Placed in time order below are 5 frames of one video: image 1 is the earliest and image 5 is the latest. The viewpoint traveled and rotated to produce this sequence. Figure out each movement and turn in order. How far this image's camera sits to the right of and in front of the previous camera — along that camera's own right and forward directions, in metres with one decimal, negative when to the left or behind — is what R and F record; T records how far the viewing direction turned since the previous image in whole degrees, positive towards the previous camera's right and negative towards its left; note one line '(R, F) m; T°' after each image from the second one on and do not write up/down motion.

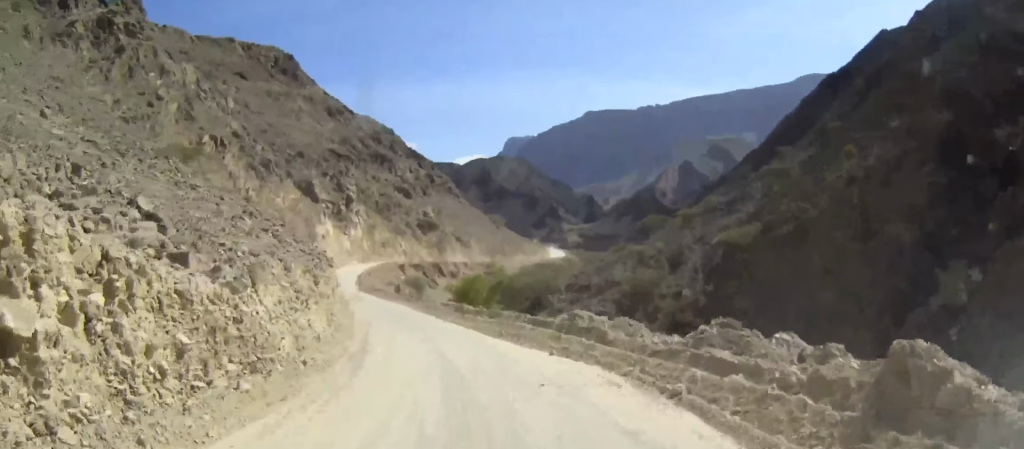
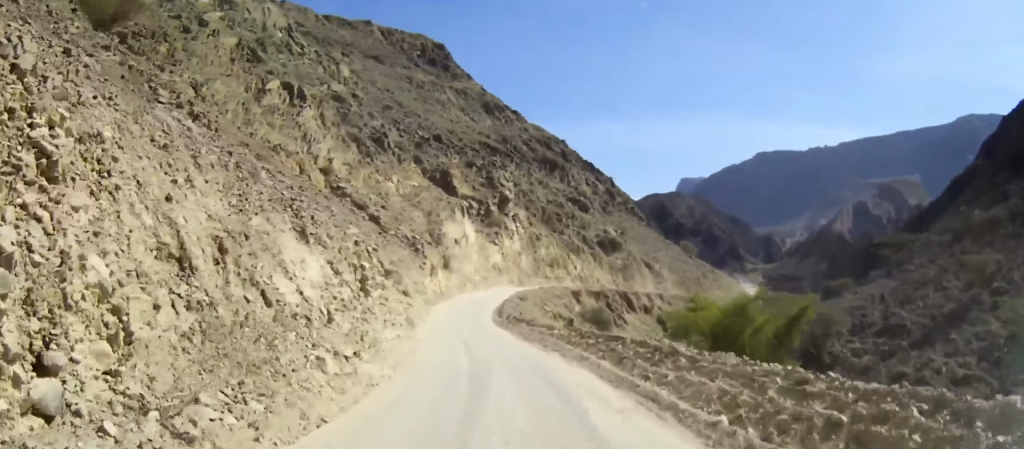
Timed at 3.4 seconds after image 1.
(-6.2, +45.1) m; -14°
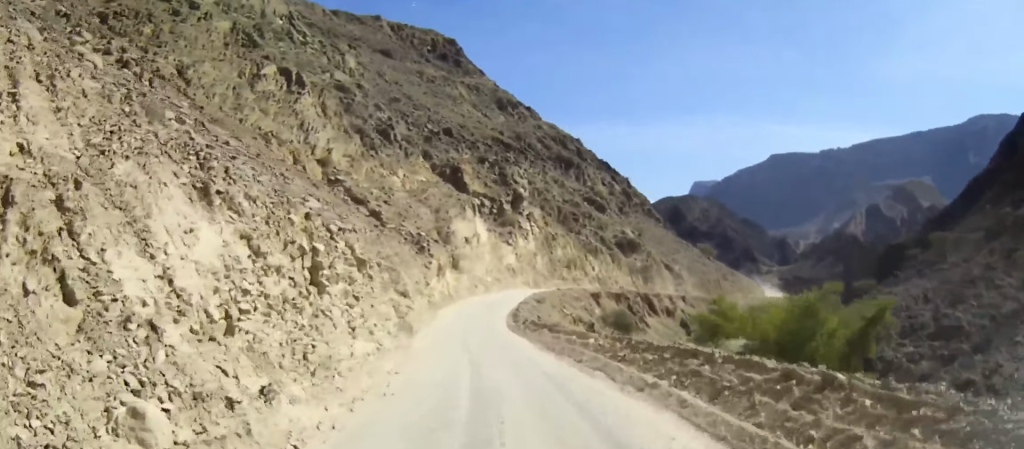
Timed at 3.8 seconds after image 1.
(-0.1, +6.4) m; -1°
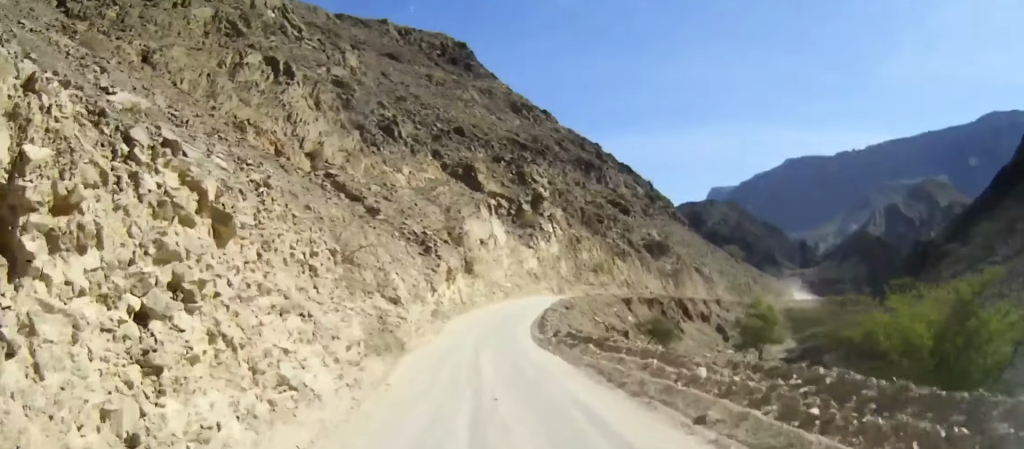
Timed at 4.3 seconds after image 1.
(-0.1, +9.4) m; -1°
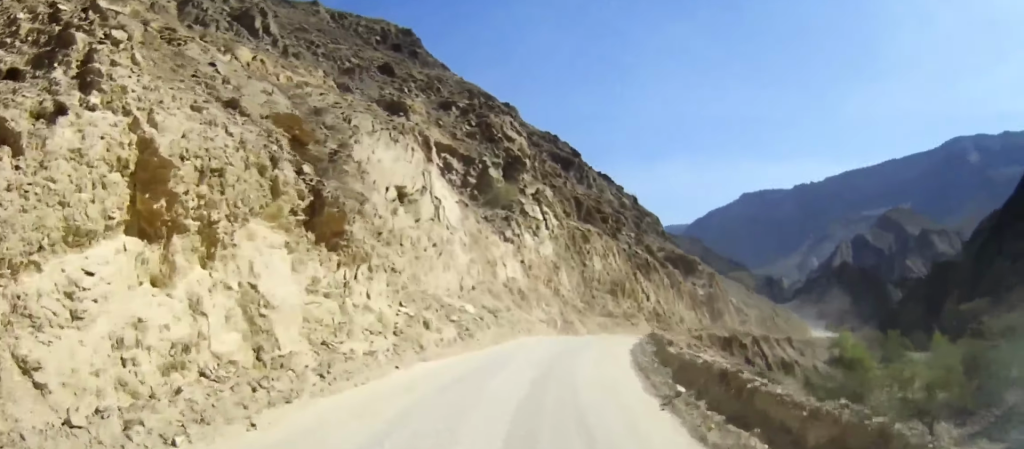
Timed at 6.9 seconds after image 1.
(+0.3, +42.7) m; +5°
